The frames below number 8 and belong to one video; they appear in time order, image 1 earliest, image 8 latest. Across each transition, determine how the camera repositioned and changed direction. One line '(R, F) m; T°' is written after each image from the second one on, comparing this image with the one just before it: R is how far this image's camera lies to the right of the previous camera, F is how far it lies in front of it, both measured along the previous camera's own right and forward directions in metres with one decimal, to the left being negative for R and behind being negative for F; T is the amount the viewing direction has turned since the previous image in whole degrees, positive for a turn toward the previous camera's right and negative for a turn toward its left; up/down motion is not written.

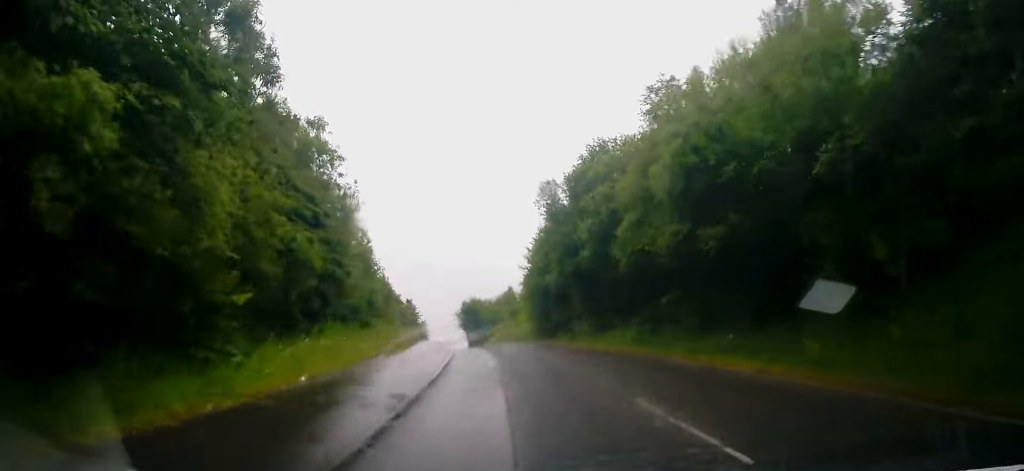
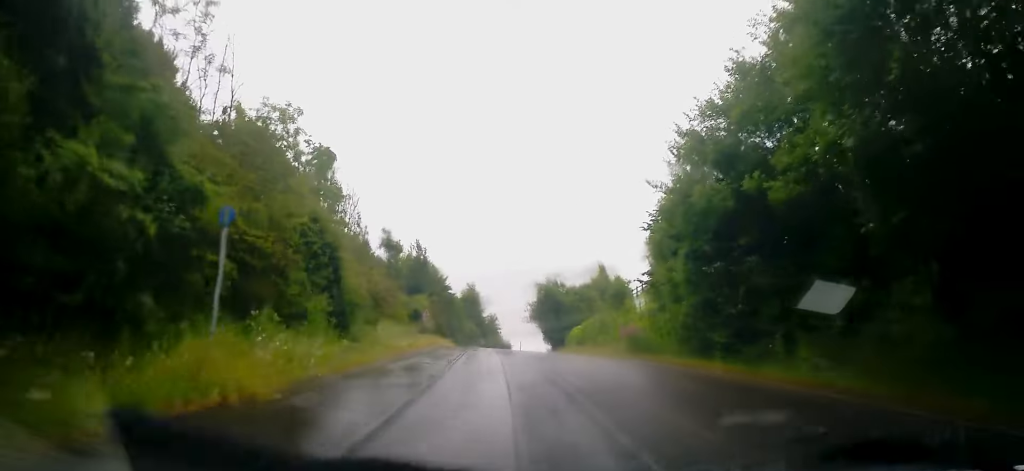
(-1.4, +30.5) m; -7°
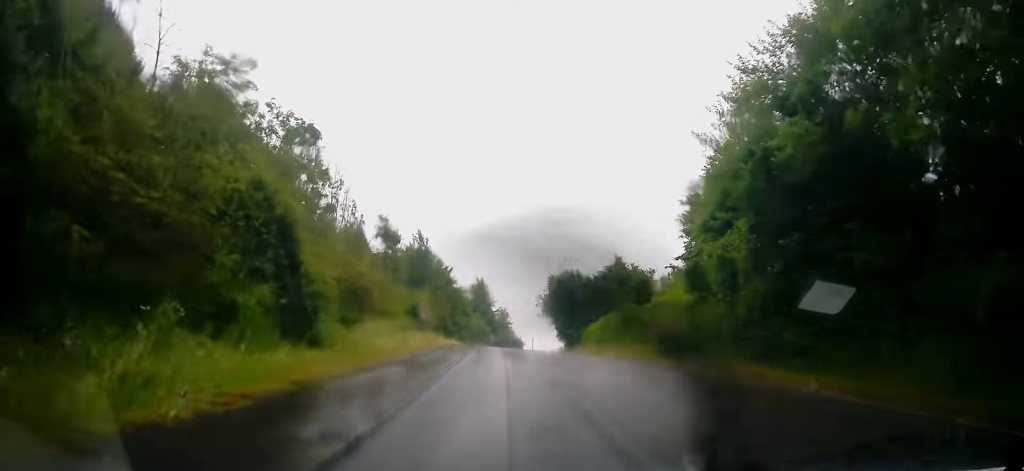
(-0.2, +5.2) m; -1°
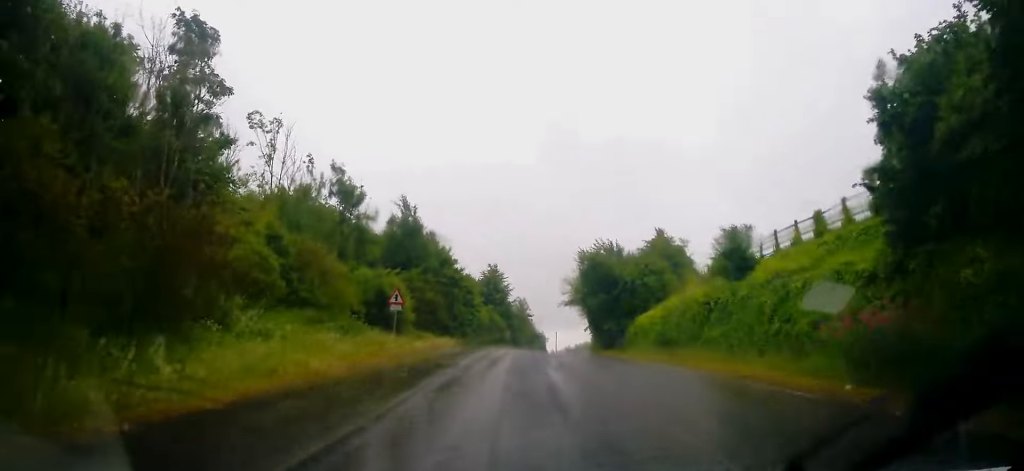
(-0.4, +15.2) m; -1°
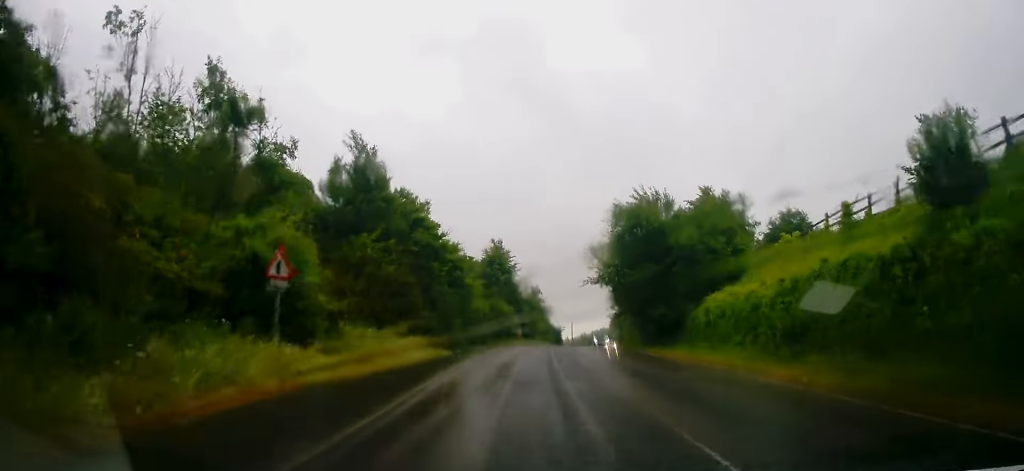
(0.0, +13.7) m; 0°
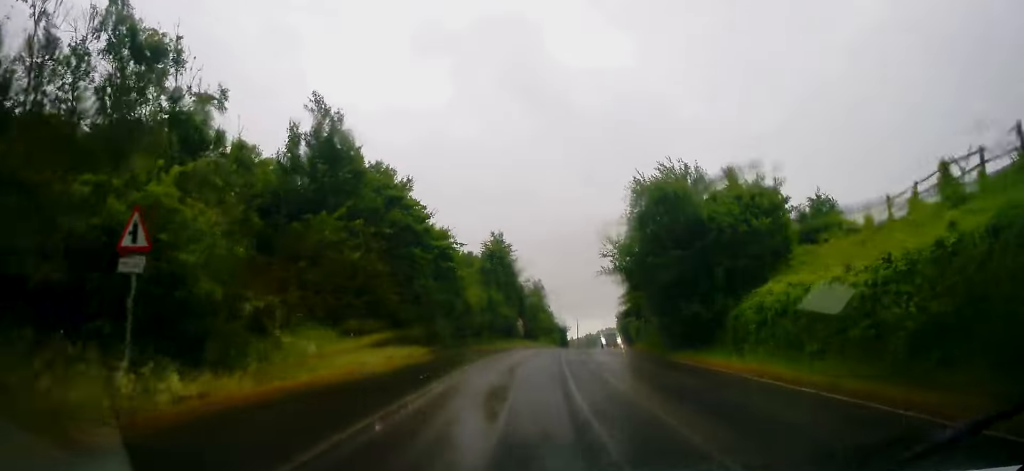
(0.0, +5.7) m; 0°
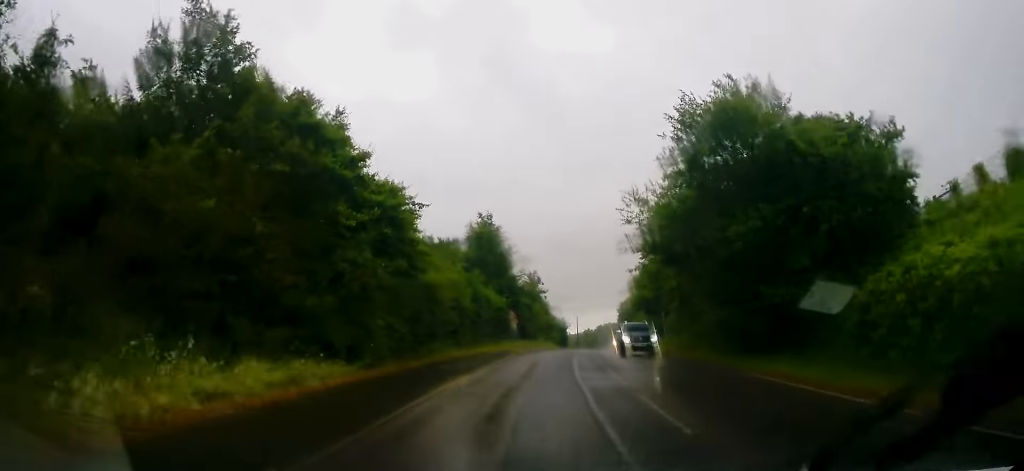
(0.0, +9.6) m; -1°
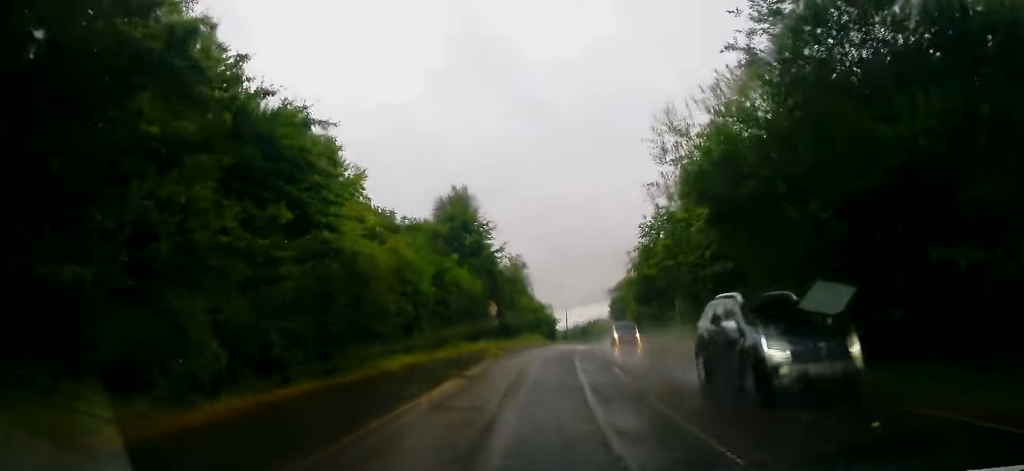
(-0.1, +8.2) m; +2°
